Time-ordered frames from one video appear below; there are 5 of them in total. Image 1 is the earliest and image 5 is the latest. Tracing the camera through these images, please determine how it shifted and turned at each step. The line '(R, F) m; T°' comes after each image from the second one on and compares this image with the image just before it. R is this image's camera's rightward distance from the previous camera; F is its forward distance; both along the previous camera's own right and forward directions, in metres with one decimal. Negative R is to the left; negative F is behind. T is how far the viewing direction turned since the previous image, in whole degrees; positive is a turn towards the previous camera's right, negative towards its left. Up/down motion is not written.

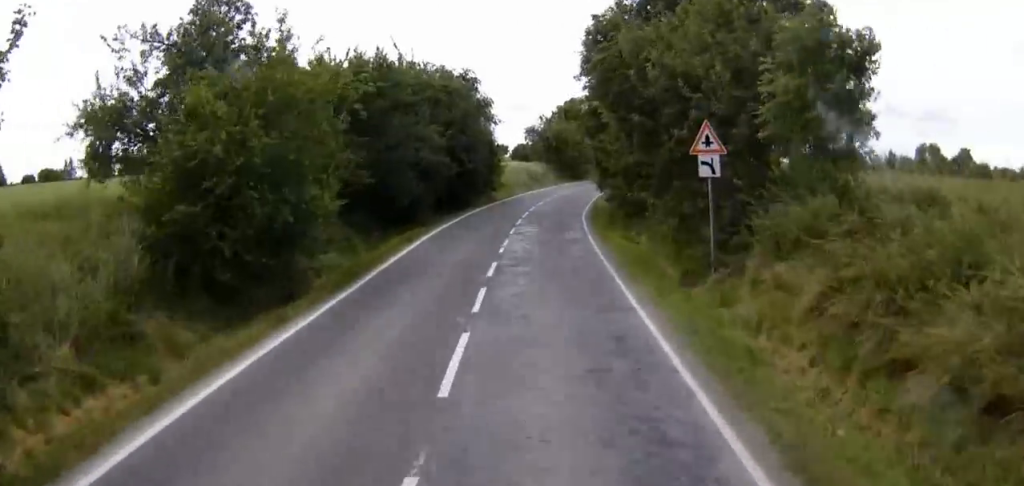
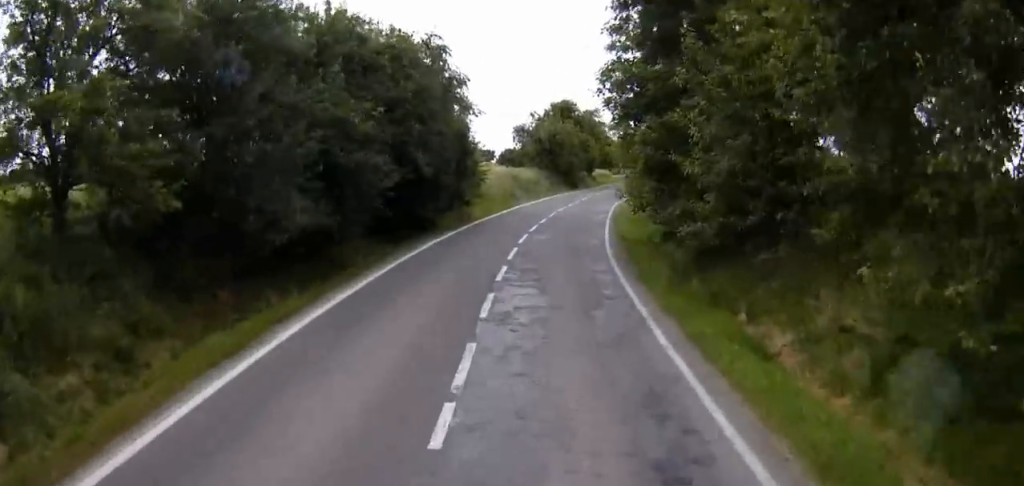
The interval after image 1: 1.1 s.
(+0.5, +13.0) m; +4°
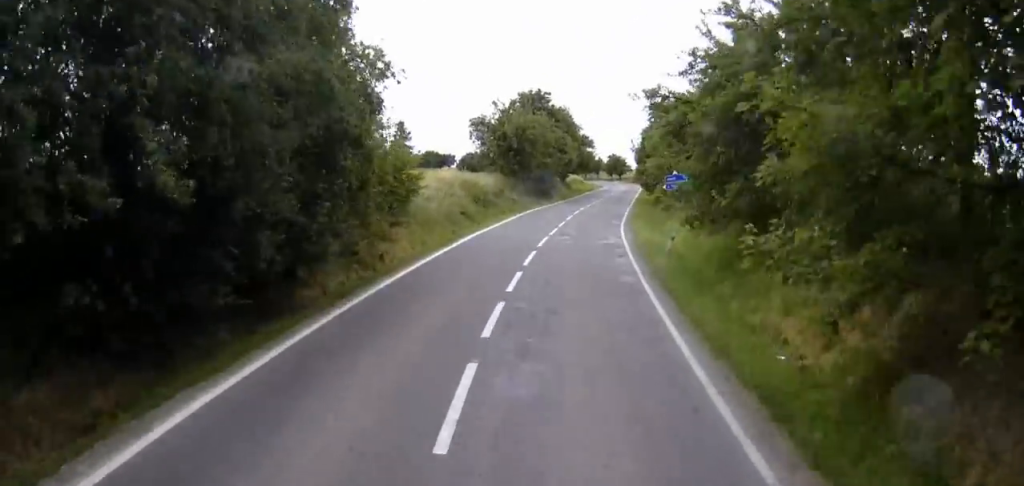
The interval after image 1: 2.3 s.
(+0.6, +16.7) m; +4°
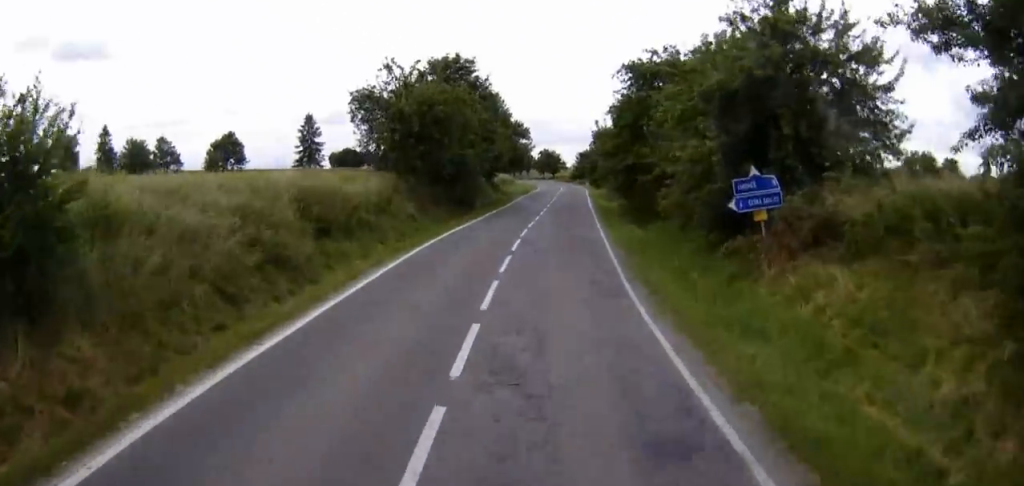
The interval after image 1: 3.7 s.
(+0.8, +19.9) m; +6°
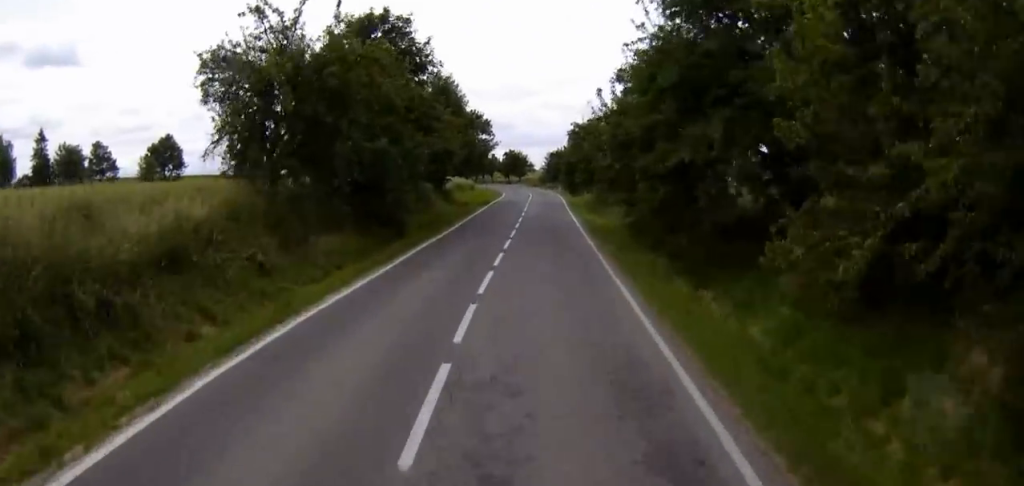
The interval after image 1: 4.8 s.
(+0.7, +16.1) m; +3°
